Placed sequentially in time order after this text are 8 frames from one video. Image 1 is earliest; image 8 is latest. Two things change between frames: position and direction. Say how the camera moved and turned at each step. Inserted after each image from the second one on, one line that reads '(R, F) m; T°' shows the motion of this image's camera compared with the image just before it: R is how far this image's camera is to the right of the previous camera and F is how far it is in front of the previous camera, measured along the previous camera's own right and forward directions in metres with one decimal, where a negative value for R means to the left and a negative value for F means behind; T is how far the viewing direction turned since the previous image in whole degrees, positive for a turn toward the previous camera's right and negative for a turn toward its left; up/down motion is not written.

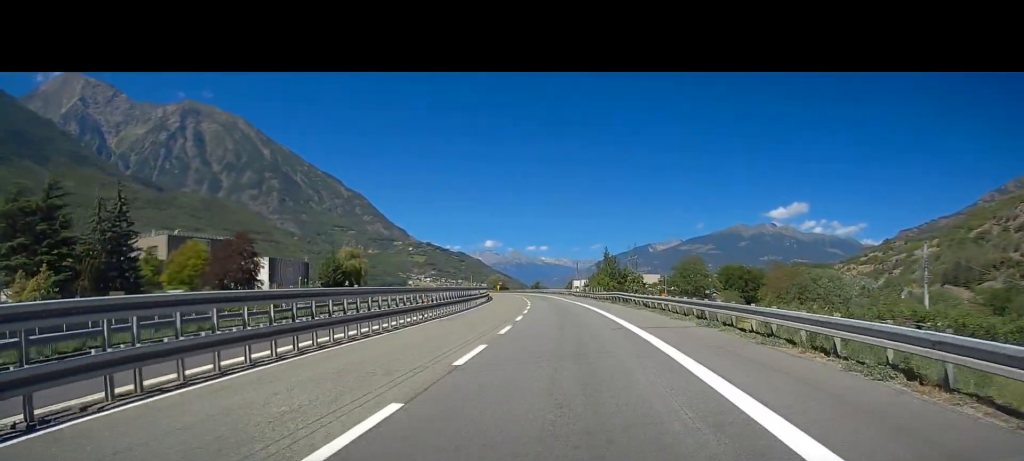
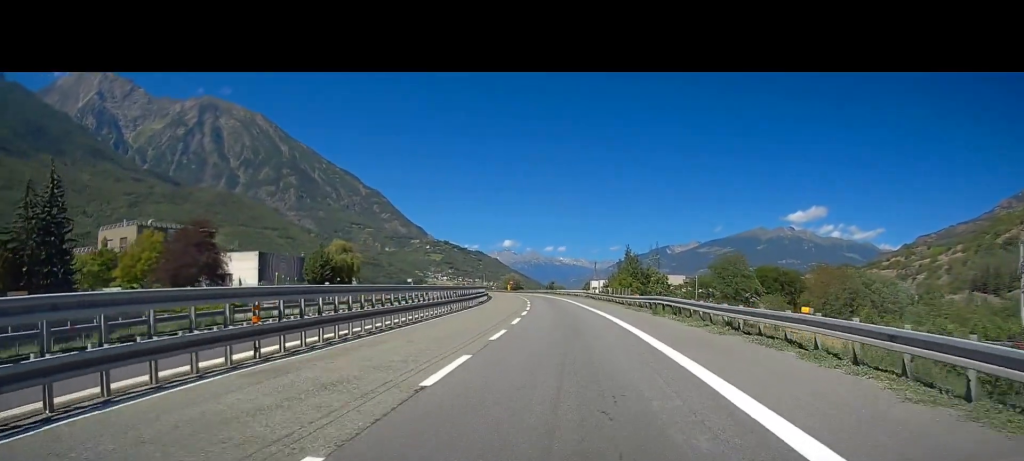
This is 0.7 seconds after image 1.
(-0.1, +18.4) m; -2°
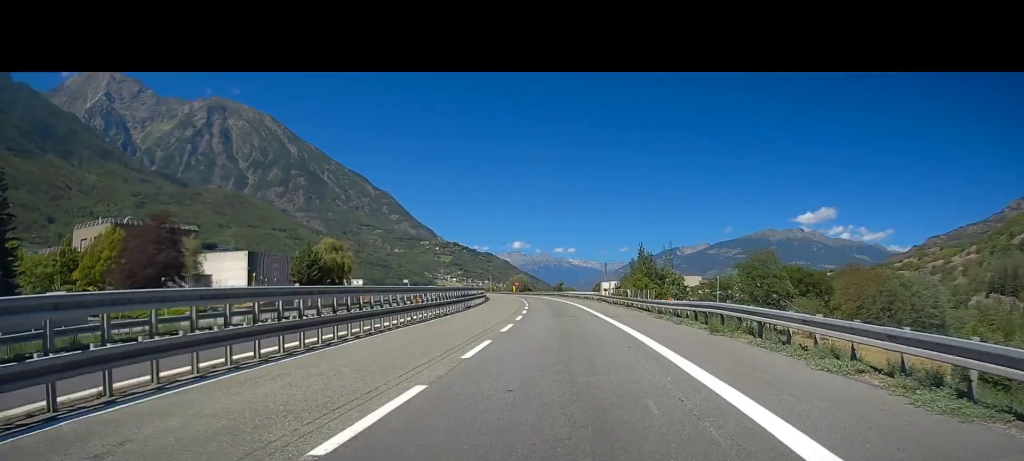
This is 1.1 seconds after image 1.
(-0.4, +12.7) m; -1°
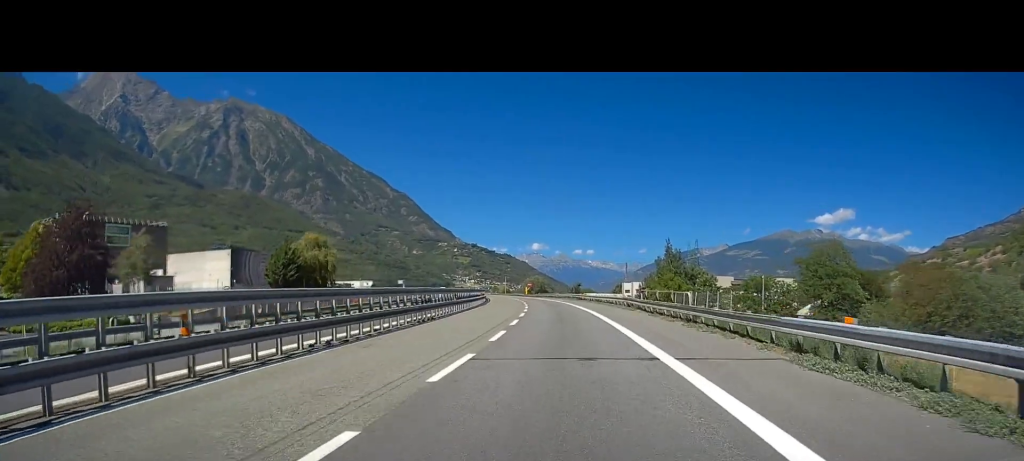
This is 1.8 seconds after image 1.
(-0.3, +19.6) m; -1°
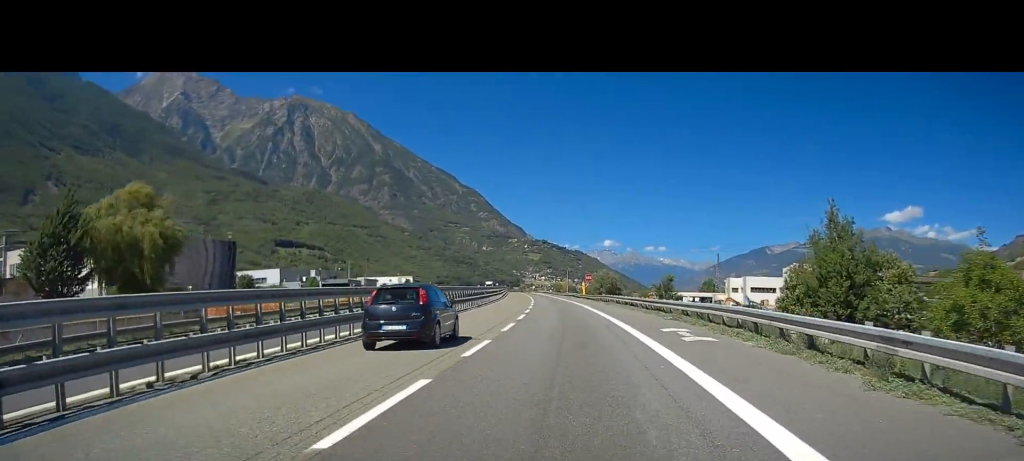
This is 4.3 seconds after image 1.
(-3.4, +65.5) m; -7°
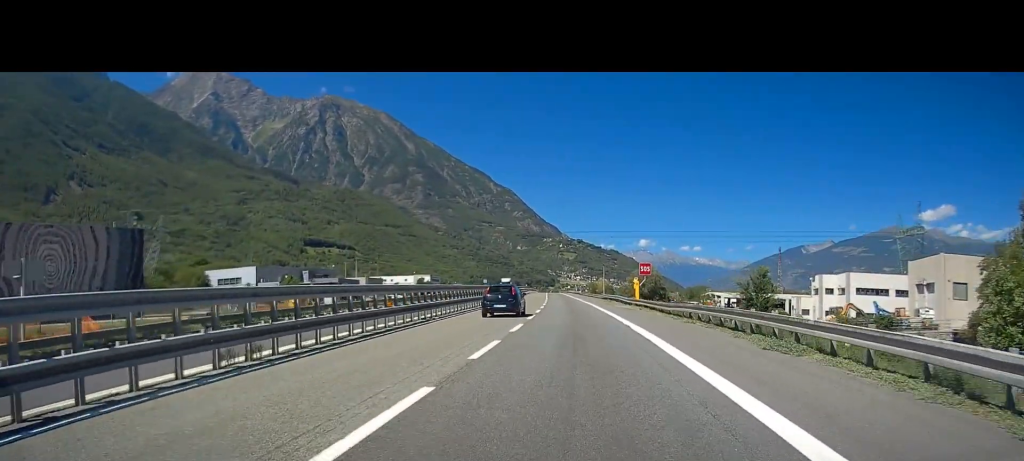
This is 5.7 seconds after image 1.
(-1.6, +46.6) m; -3°
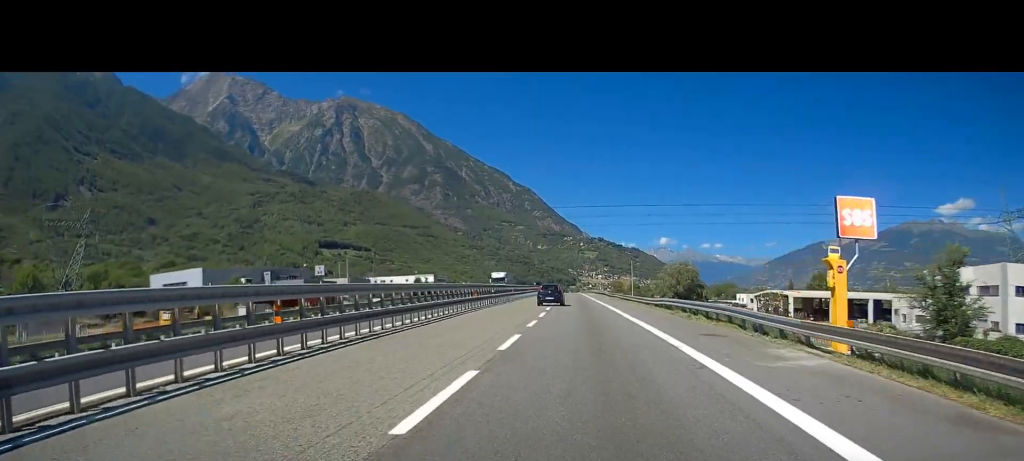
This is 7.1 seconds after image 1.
(-0.2, +42.1) m; -1°
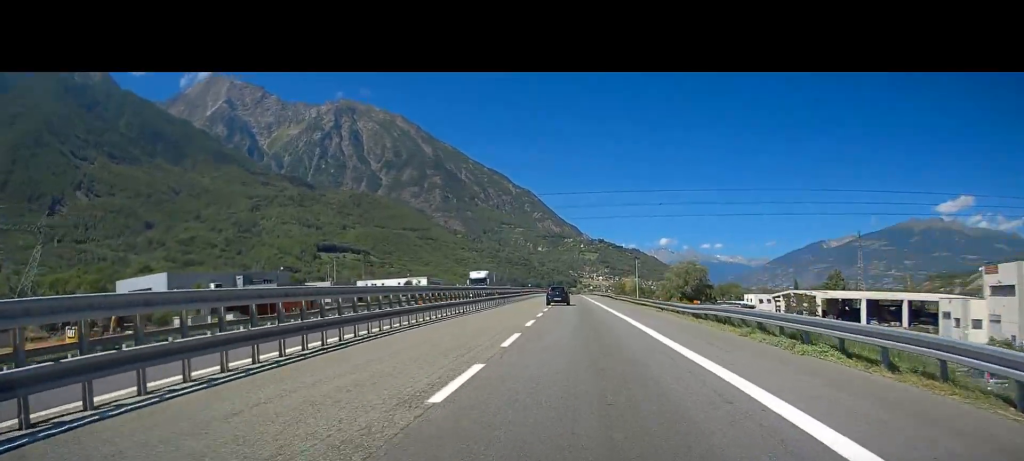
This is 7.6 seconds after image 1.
(-0.1, +14.9) m; -1°
